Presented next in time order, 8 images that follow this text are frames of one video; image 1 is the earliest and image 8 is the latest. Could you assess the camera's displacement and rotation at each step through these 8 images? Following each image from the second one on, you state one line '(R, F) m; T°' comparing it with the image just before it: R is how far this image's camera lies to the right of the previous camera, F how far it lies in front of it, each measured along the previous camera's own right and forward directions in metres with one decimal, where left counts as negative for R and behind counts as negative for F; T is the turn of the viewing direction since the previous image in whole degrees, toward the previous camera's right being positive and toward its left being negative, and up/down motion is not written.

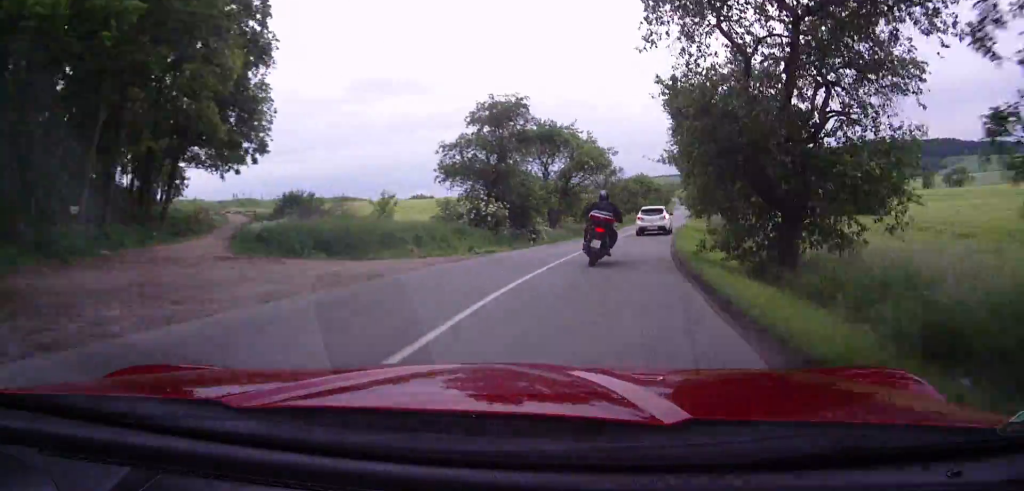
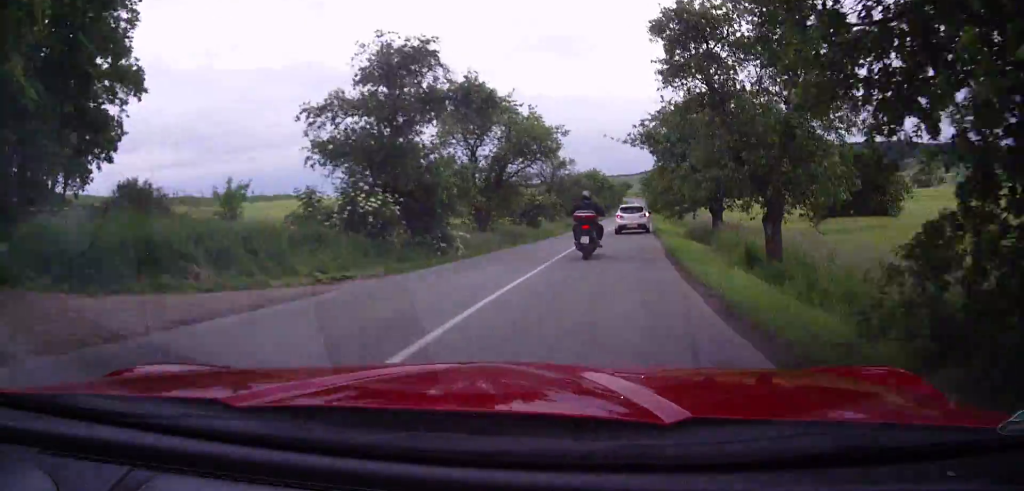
(+1.6, +13.2) m; +4°
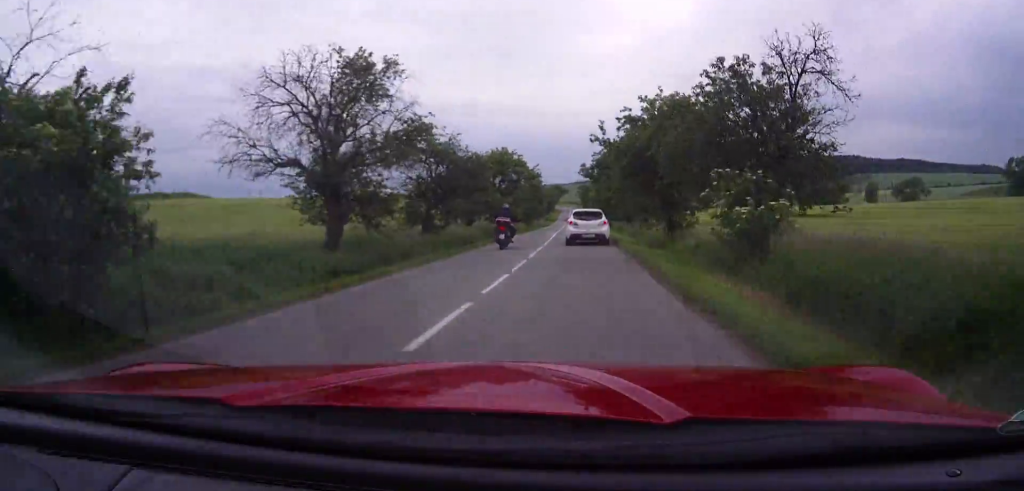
(+2.9, +45.9) m; +6°
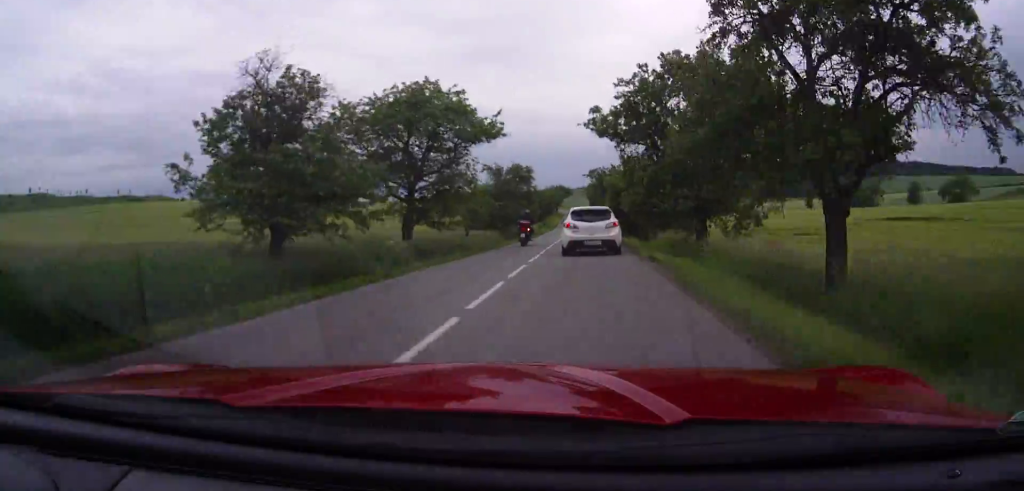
(+0.8, +29.6) m; +2°
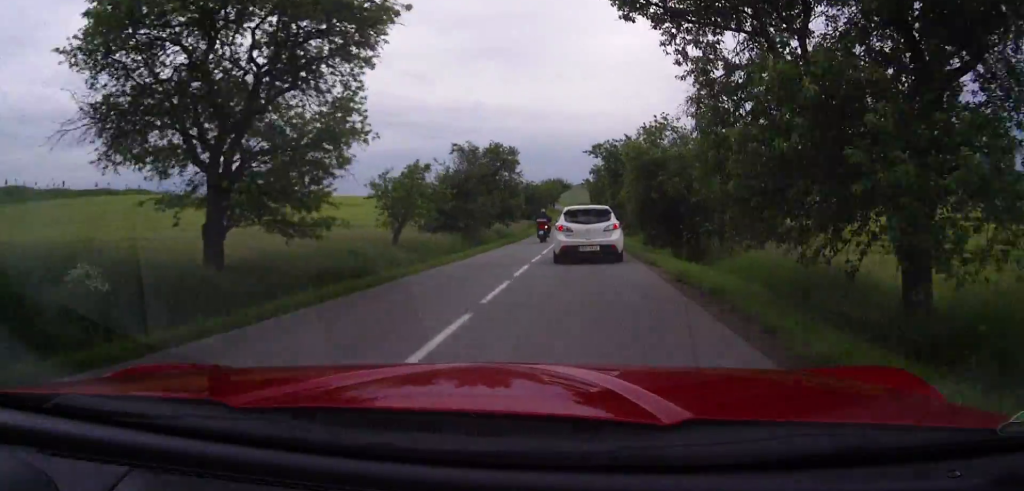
(0.0, +14.7) m; 0°
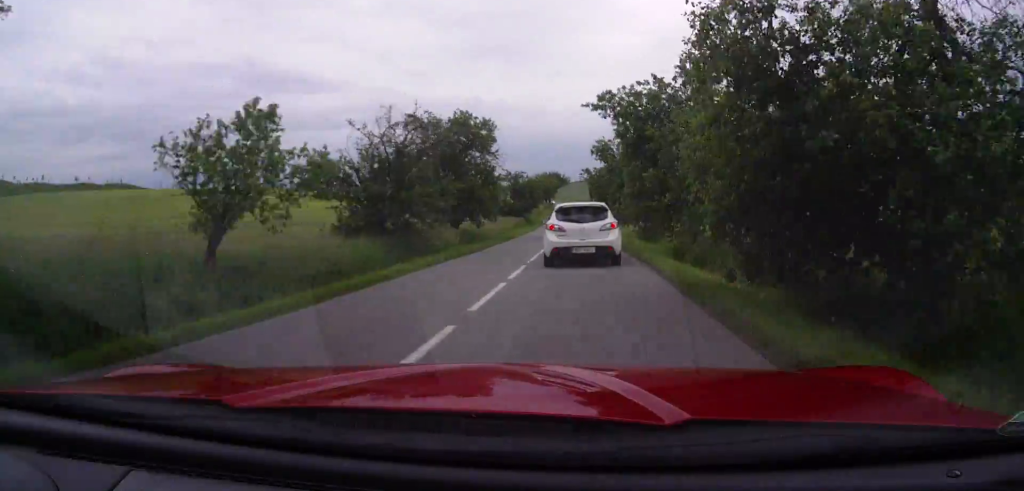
(0.0, +12.7) m; 0°
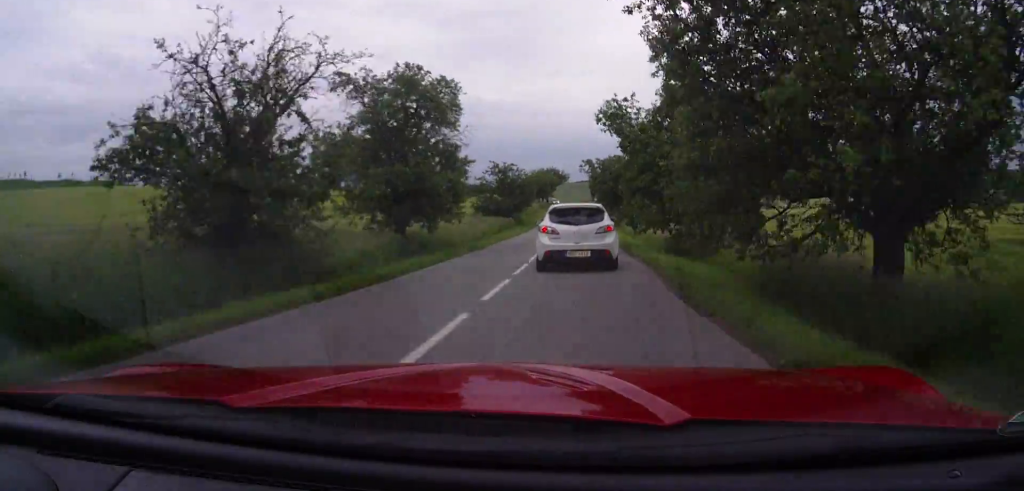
(0.0, +11.7) m; 0°
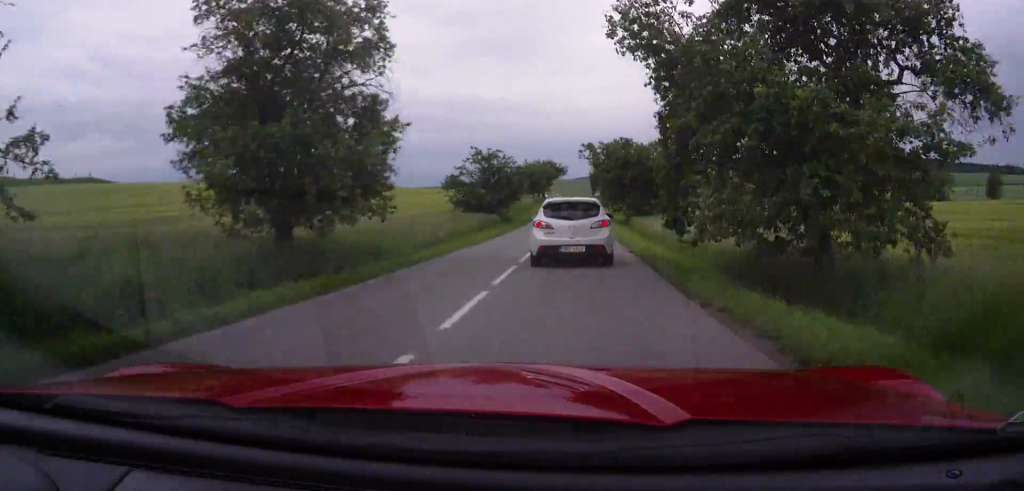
(0.0, +10.8) m; 0°
